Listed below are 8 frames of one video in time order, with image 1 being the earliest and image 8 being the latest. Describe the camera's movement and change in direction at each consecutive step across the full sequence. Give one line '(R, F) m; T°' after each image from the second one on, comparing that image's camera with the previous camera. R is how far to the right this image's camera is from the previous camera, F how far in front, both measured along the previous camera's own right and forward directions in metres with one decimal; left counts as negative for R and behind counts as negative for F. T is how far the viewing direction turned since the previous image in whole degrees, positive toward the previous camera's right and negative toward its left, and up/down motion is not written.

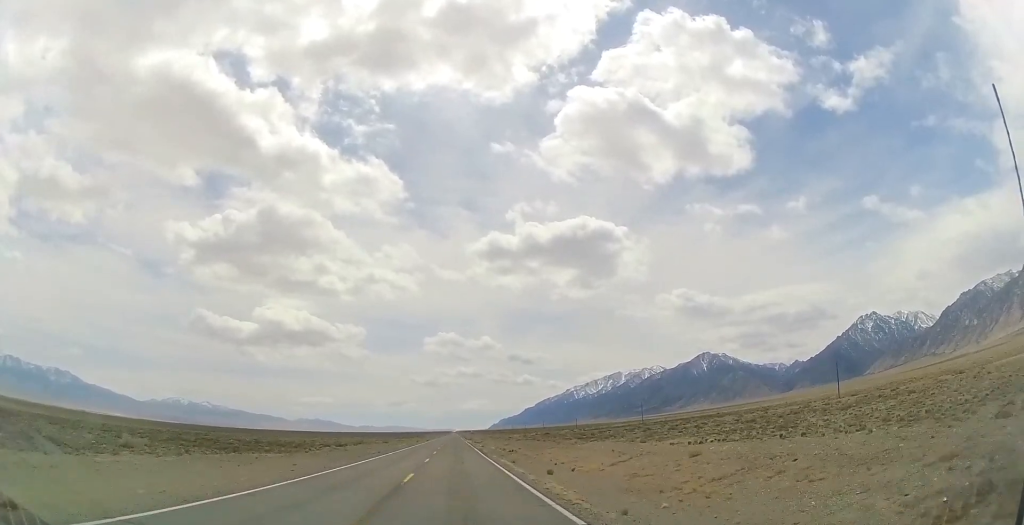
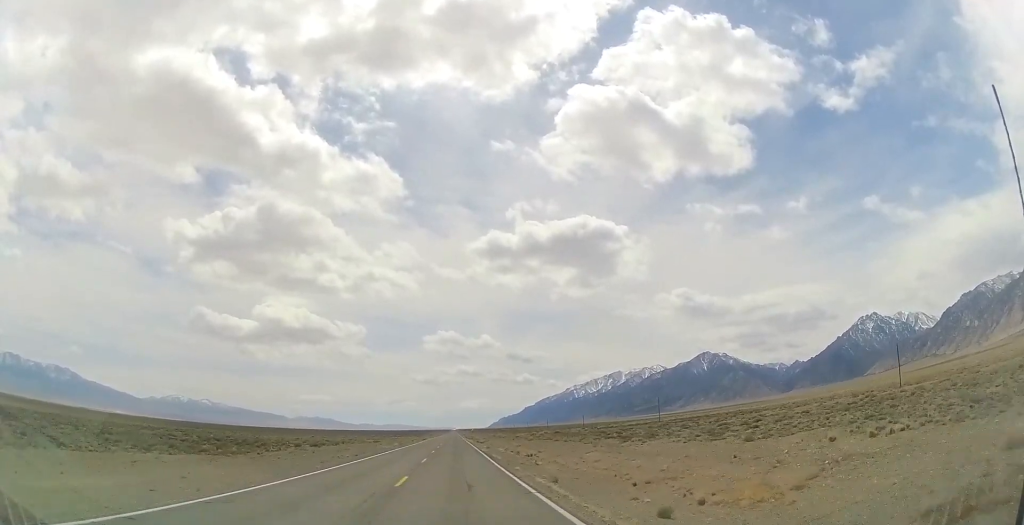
(+0.2, +14.1) m; 0°
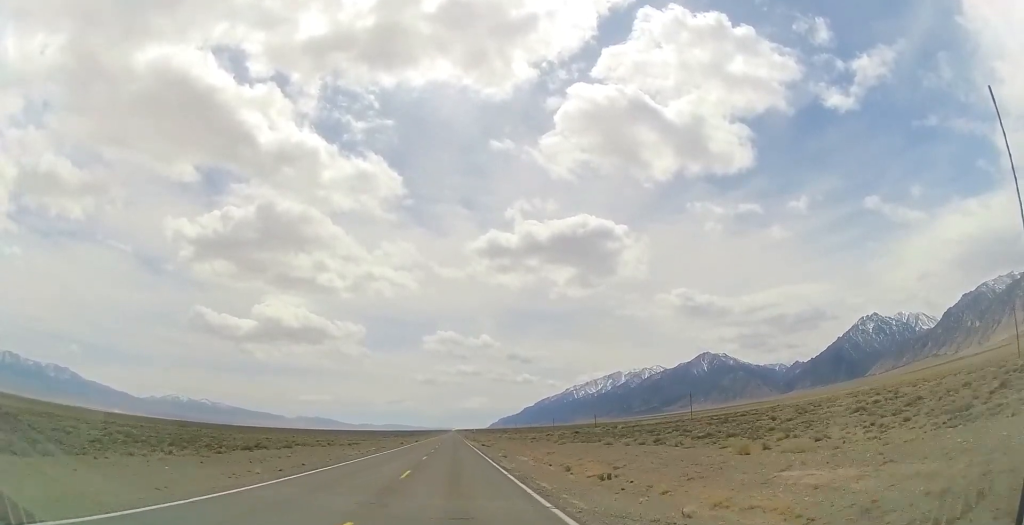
(-0.4, +21.7) m; 0°
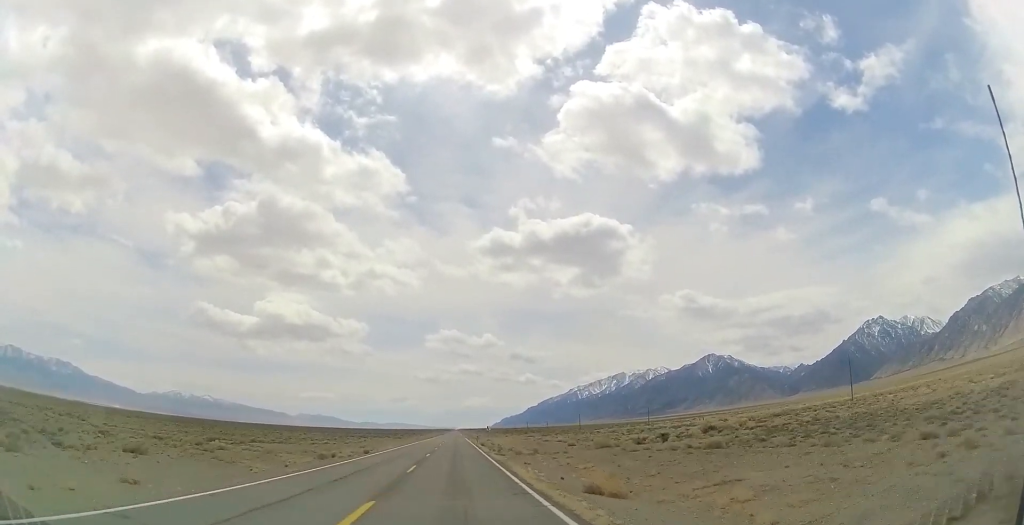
(-0.1, +58.9) m; -1°
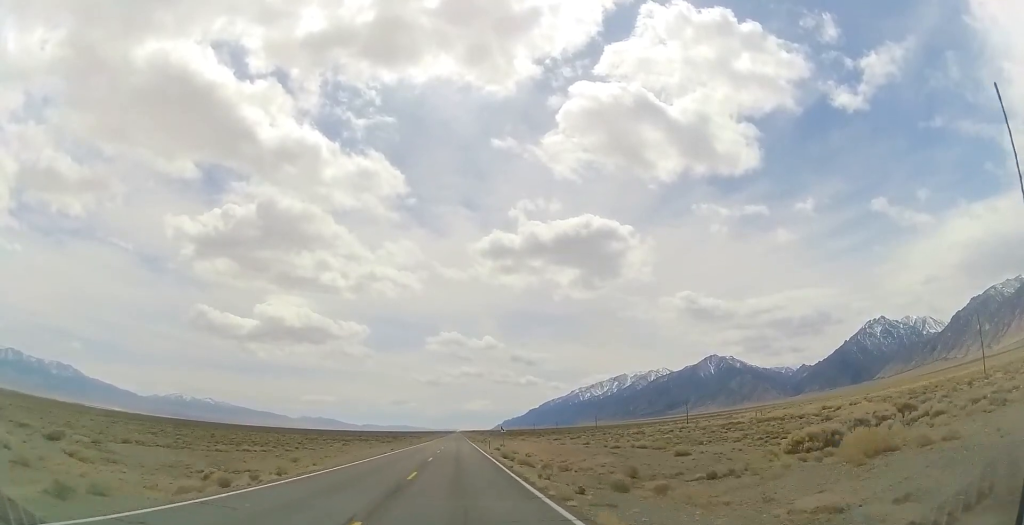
(+0.2, +27.2) m; +1°
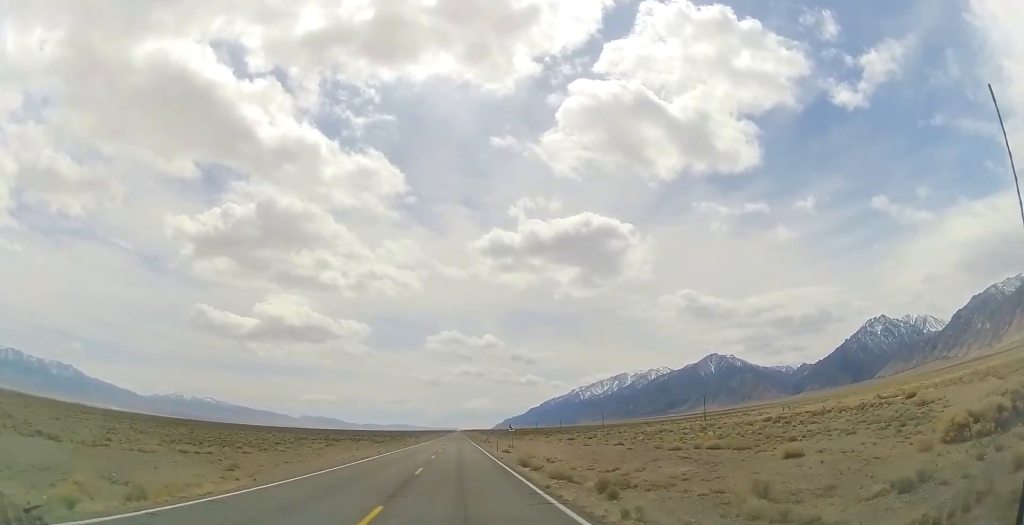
(+0.2, +10.2) m; 0°
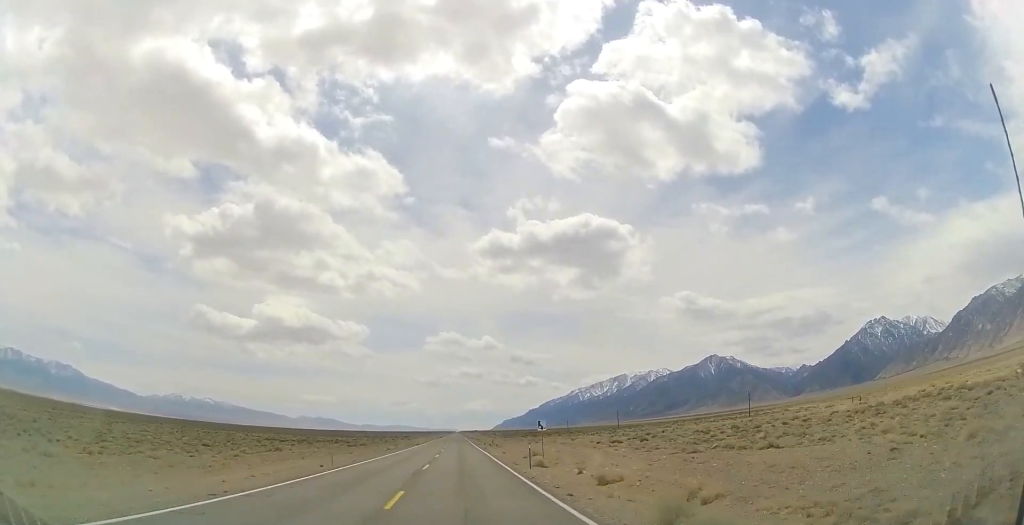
(-0.3, +21.0) m; -1°
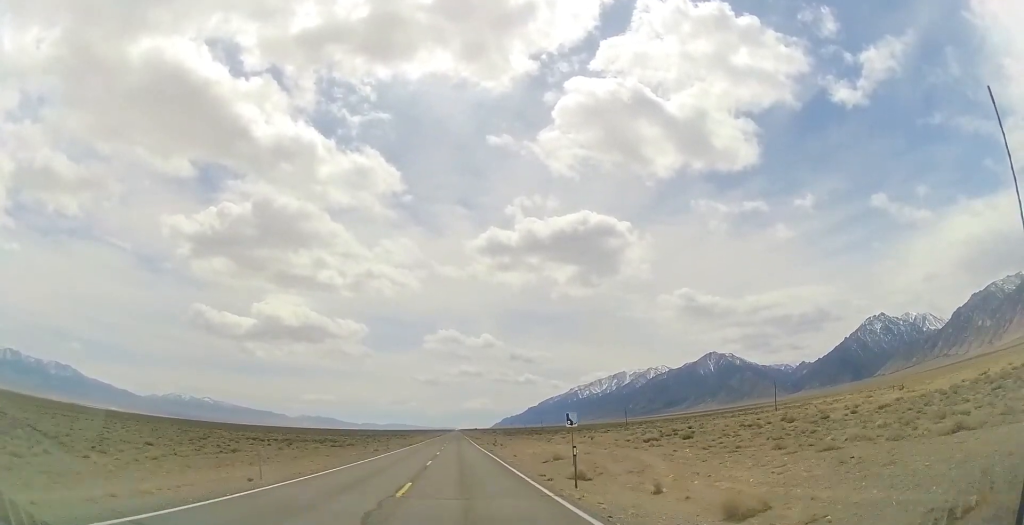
(-0.1, +10.1) m; 0°
